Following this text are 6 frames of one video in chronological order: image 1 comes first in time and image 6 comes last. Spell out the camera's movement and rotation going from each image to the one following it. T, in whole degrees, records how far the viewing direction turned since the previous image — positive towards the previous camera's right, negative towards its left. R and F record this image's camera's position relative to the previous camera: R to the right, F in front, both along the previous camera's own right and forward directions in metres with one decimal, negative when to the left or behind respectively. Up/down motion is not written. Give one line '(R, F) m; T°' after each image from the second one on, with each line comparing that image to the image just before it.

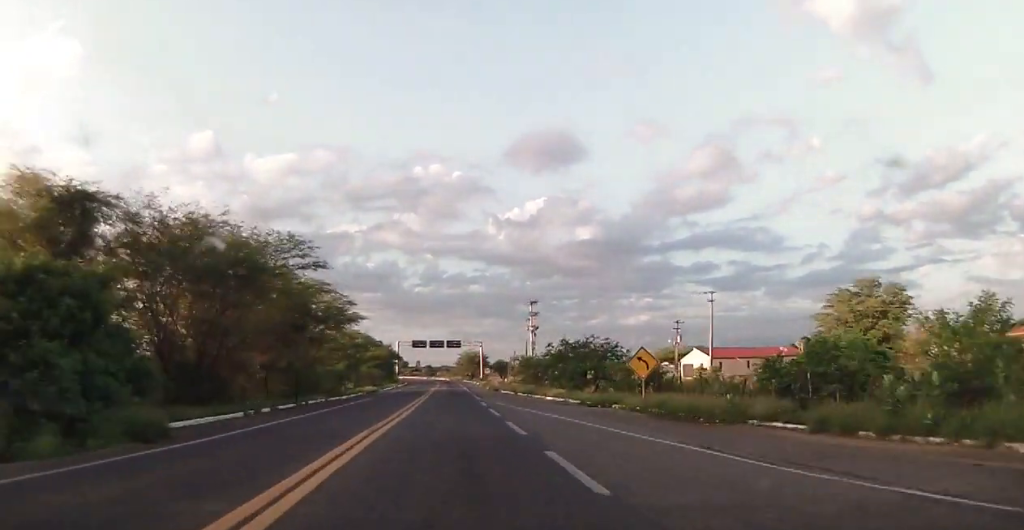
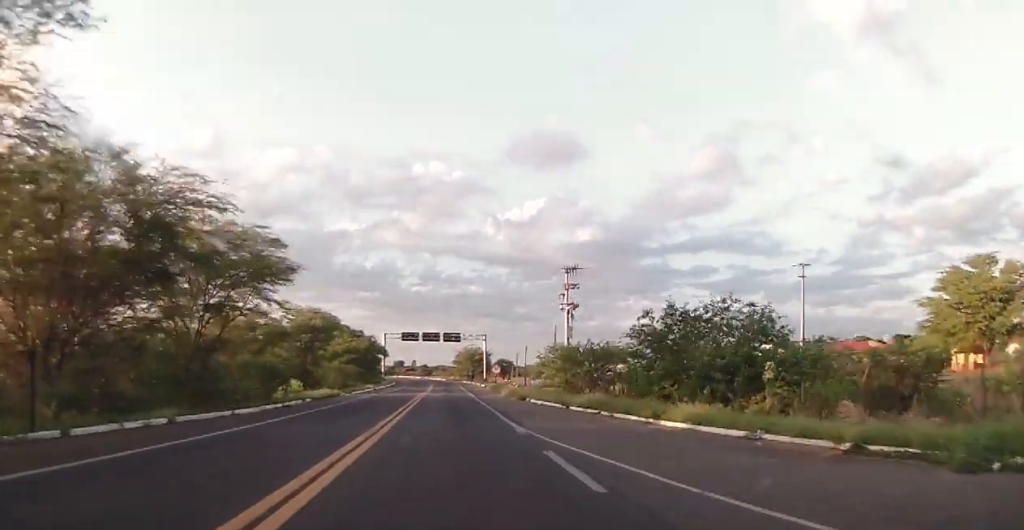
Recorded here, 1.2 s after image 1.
(-0.1, +24.3) m; -1°
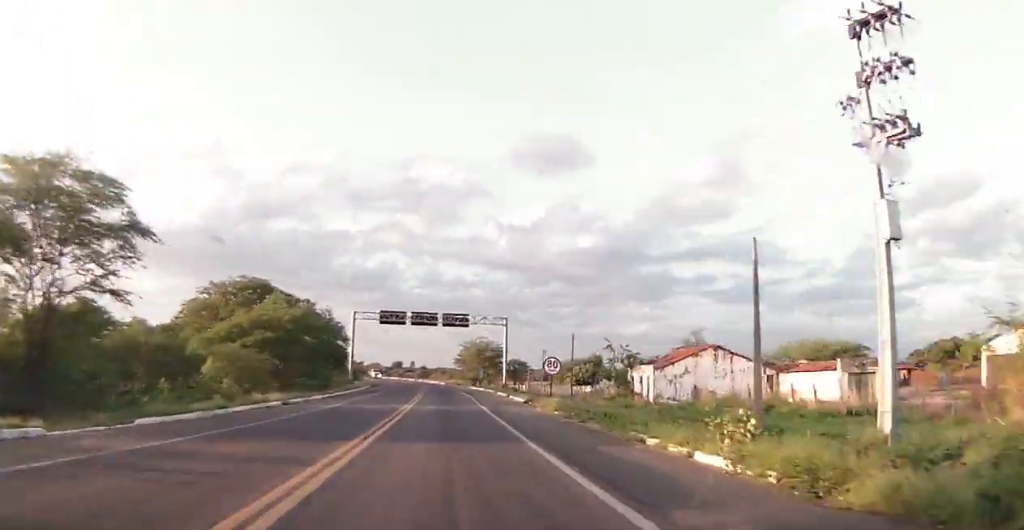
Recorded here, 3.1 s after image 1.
(-0.1, +40.3) m; 0°
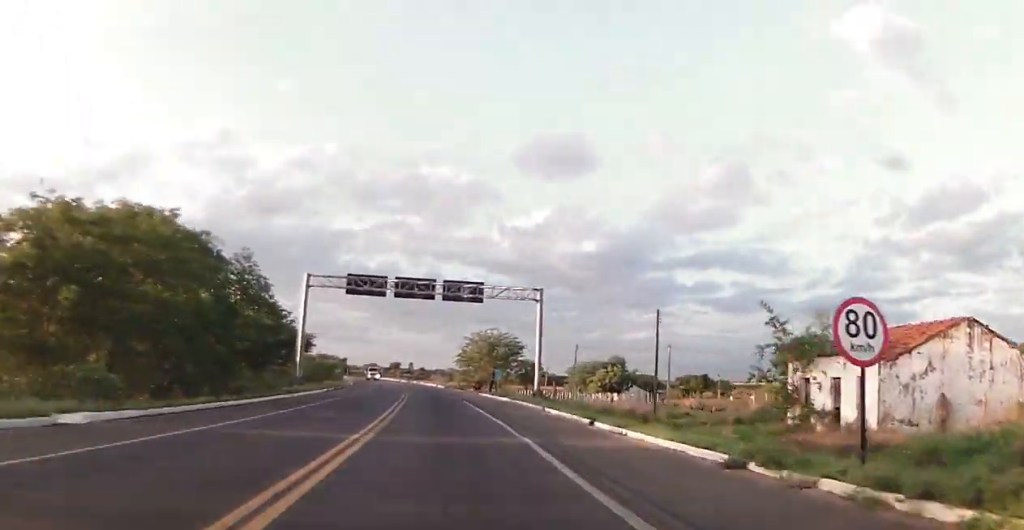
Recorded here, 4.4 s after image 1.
(-0.1, +27.7) m; 0°
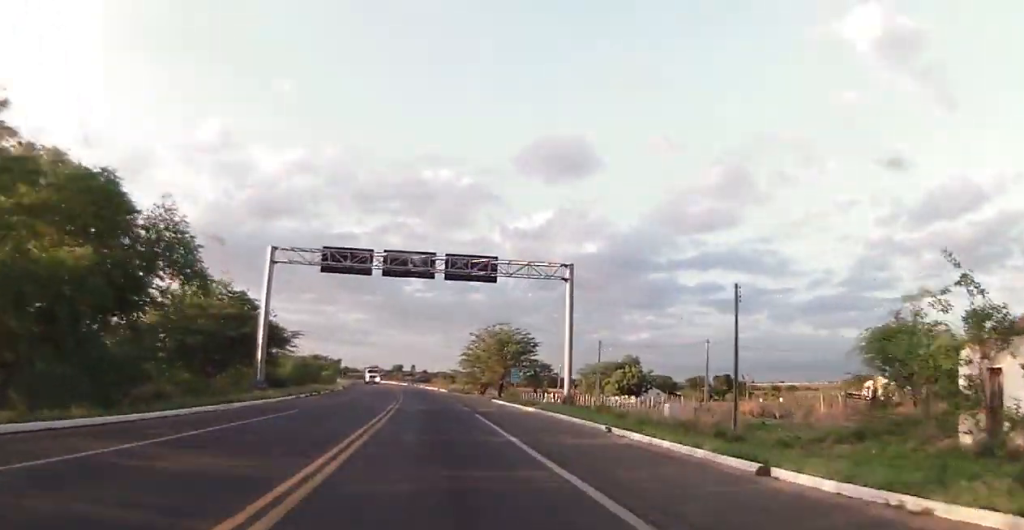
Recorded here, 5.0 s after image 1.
(+0.1, +11.5) m; 0°
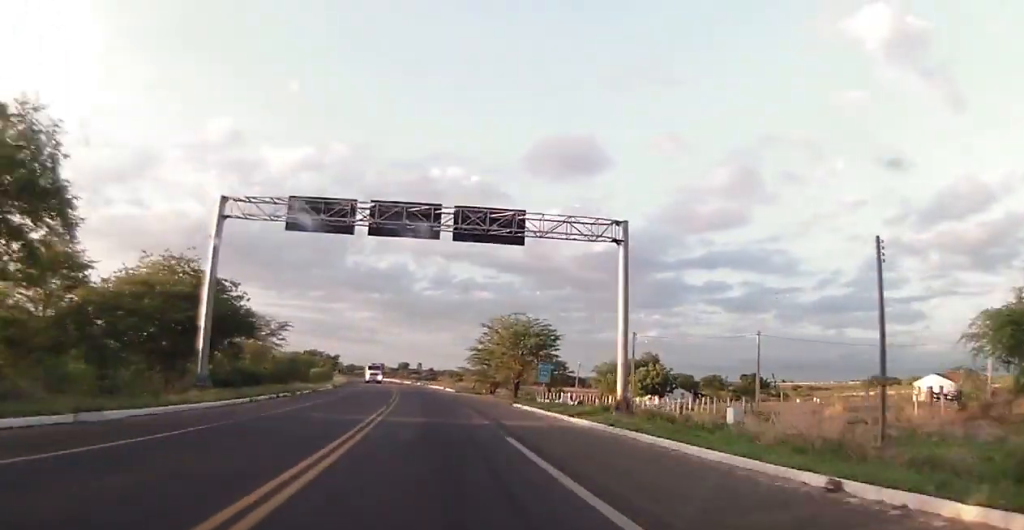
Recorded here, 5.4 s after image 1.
(+0.1, +10.1) m; 0°
